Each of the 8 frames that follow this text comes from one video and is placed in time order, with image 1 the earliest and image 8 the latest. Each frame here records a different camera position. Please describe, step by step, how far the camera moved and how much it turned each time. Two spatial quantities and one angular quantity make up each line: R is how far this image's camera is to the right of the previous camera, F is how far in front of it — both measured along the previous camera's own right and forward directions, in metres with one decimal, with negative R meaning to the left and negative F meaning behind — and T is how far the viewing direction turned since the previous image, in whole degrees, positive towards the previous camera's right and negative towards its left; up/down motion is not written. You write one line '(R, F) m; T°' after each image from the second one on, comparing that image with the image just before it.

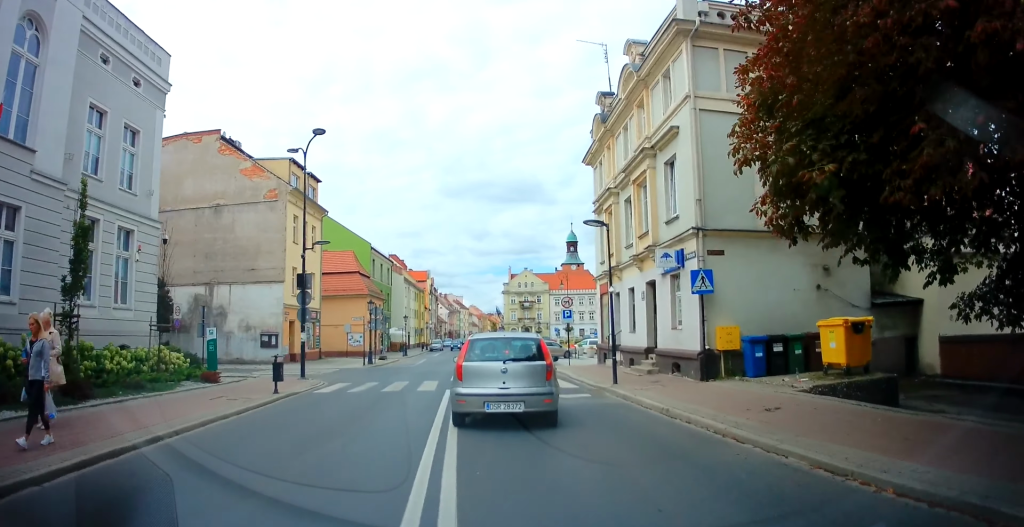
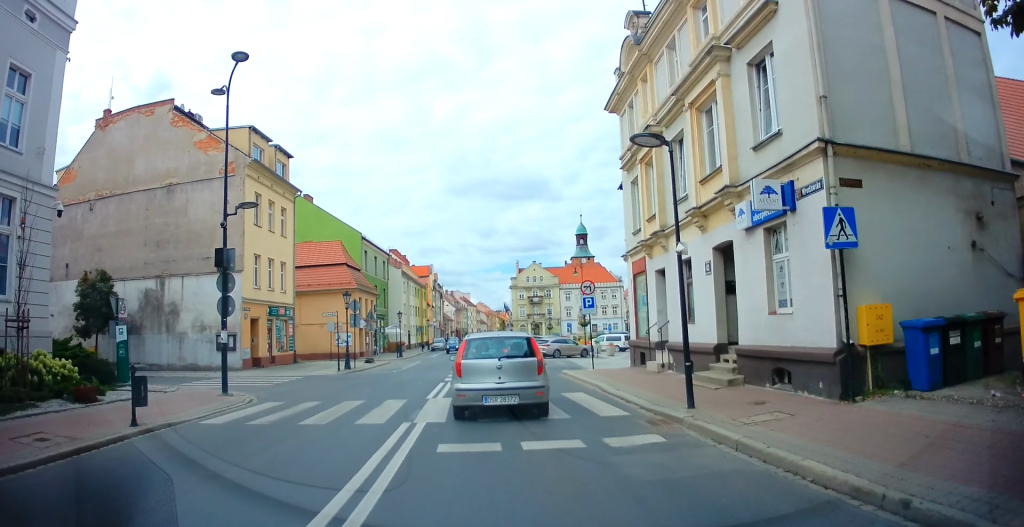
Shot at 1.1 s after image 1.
(-0.4, +6.3) m; -4°
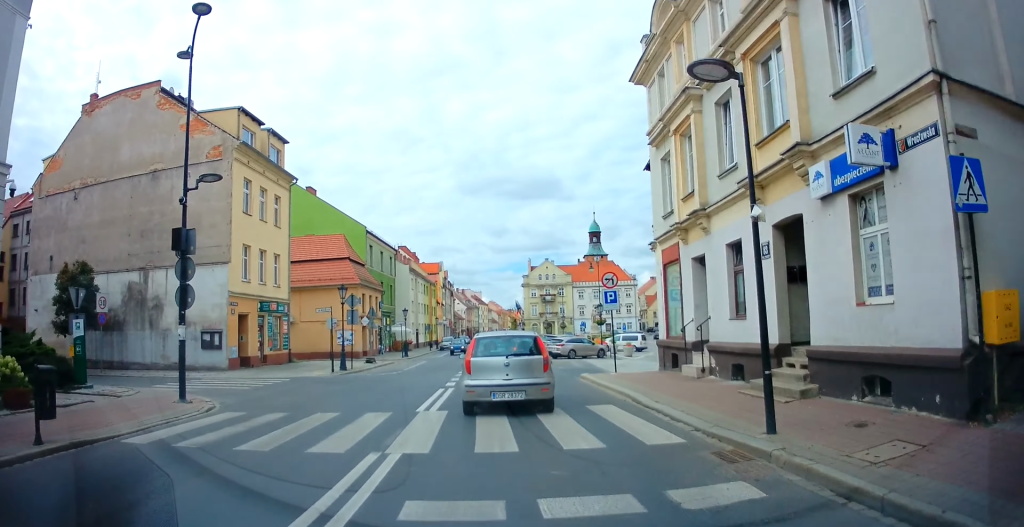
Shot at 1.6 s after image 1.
(0.0, +2.6) m; 0°
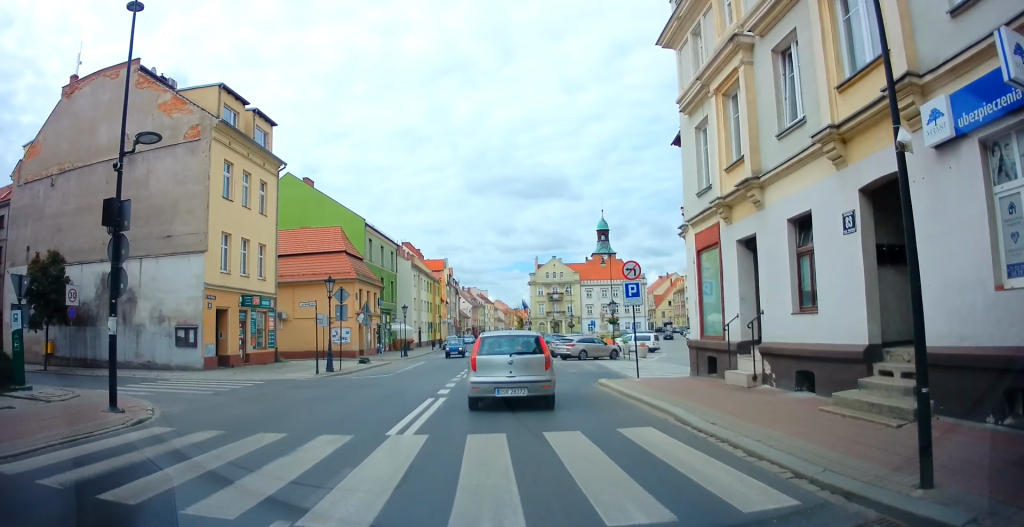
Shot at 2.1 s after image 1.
(0.0, +2.8) m; +1°
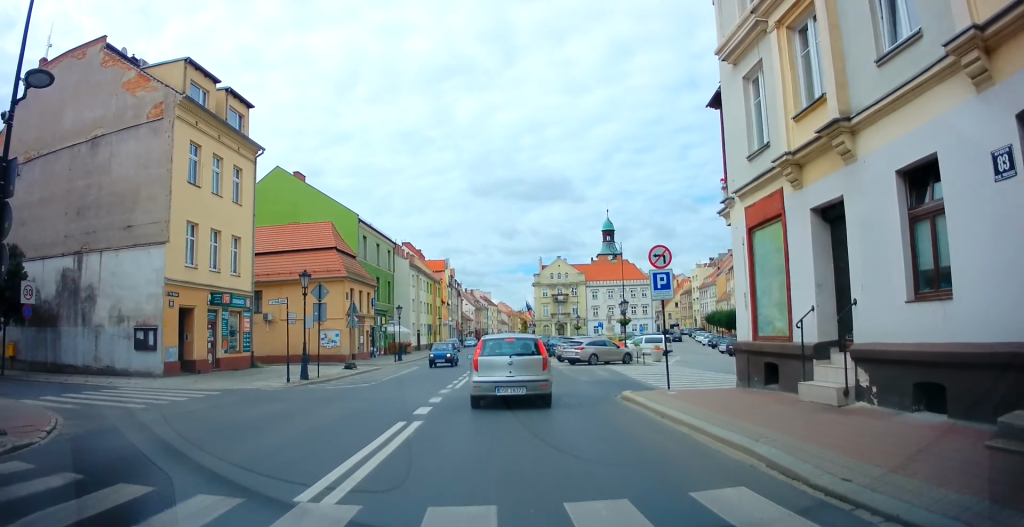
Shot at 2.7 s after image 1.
(0.0, +3.2) m; 0°
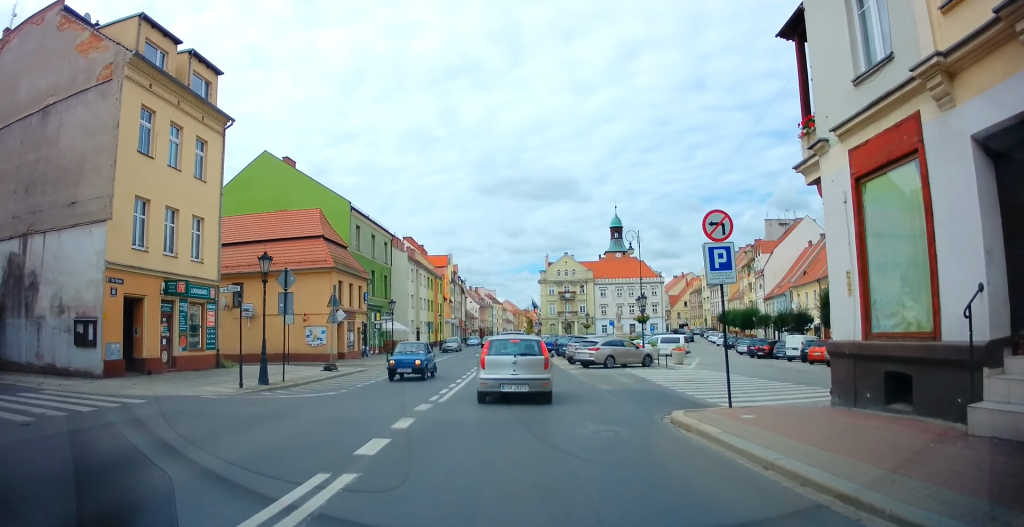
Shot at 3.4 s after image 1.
(0.0, +3.8) m; 0°
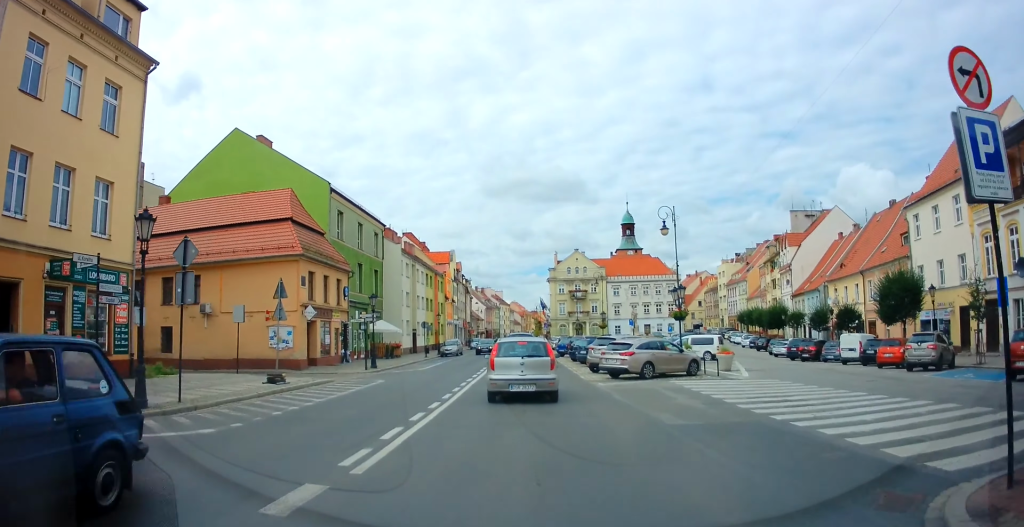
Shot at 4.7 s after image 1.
(-0.1, +6.7) m; -1°
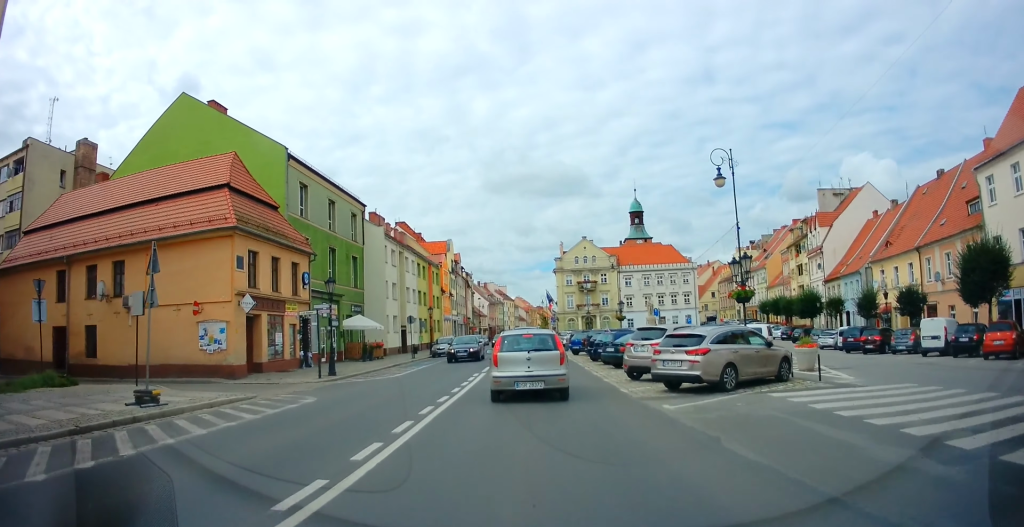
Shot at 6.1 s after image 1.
(0.0, +7.8) m; 0°
